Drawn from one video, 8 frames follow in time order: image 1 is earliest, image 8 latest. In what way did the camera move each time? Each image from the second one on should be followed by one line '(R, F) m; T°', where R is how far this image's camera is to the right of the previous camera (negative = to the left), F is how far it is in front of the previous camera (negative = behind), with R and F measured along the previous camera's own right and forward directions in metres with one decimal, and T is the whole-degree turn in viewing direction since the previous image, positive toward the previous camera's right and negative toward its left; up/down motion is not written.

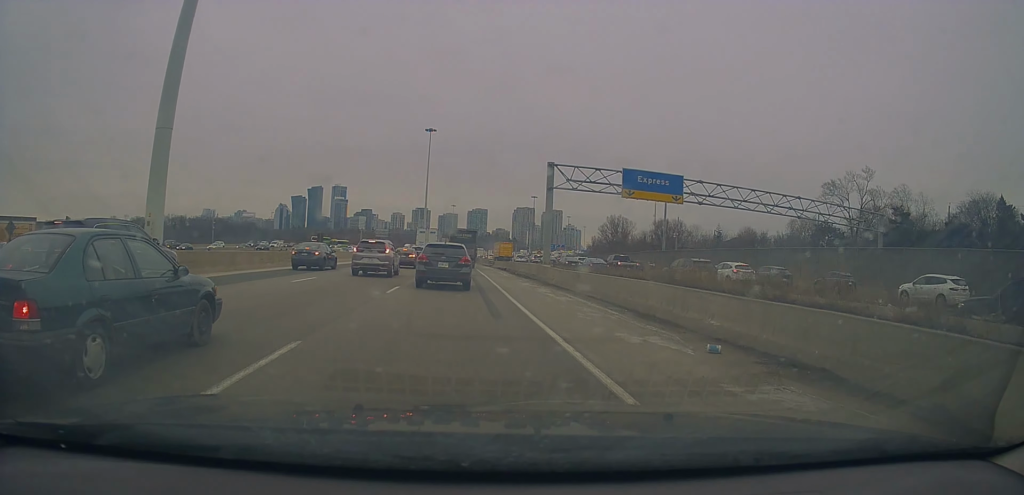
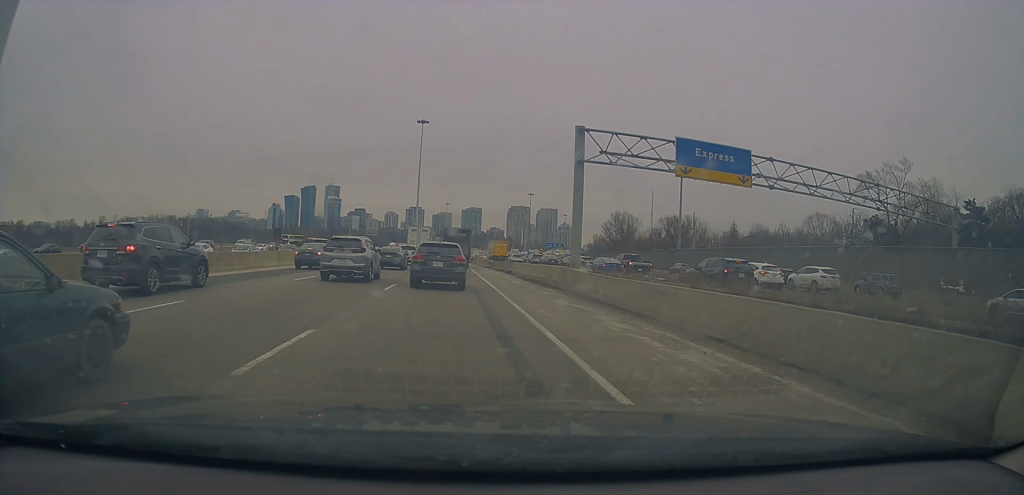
(-0.1, +11.7) m; +1°
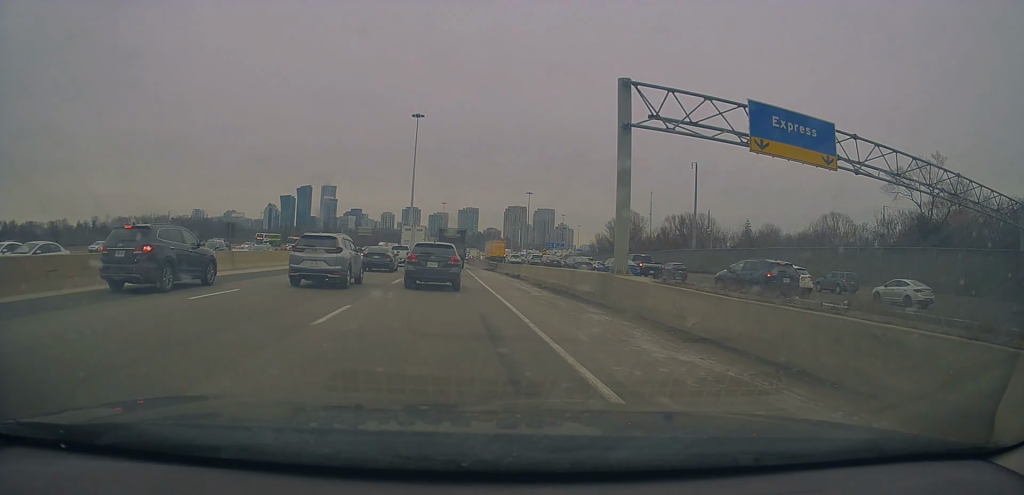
(+0.2, +8.7) m; 0°
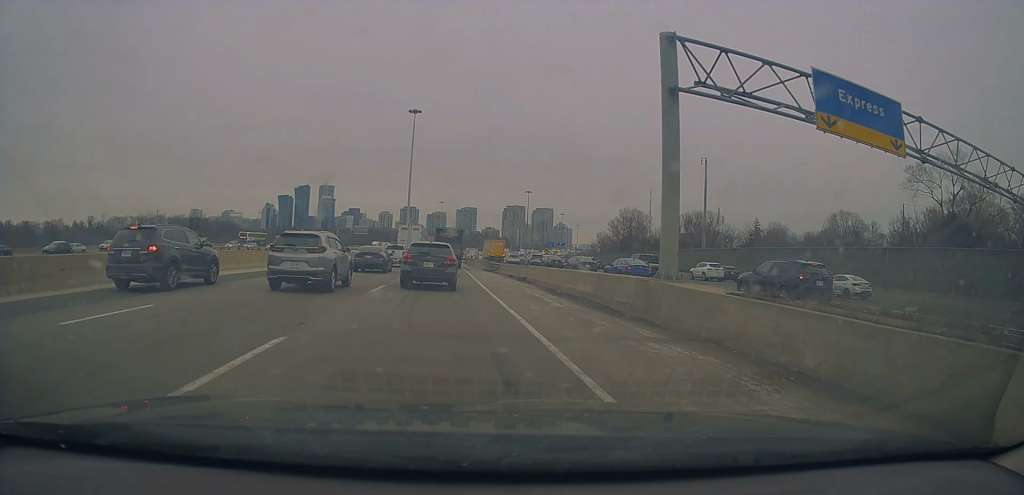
(0.0, +5.0) m; 0°
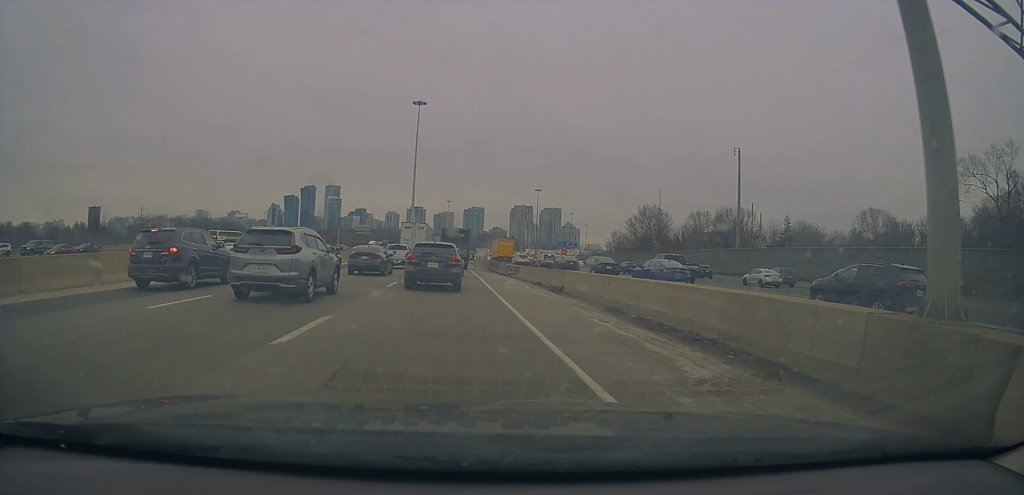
(-0.1, +10.0) m; +1°
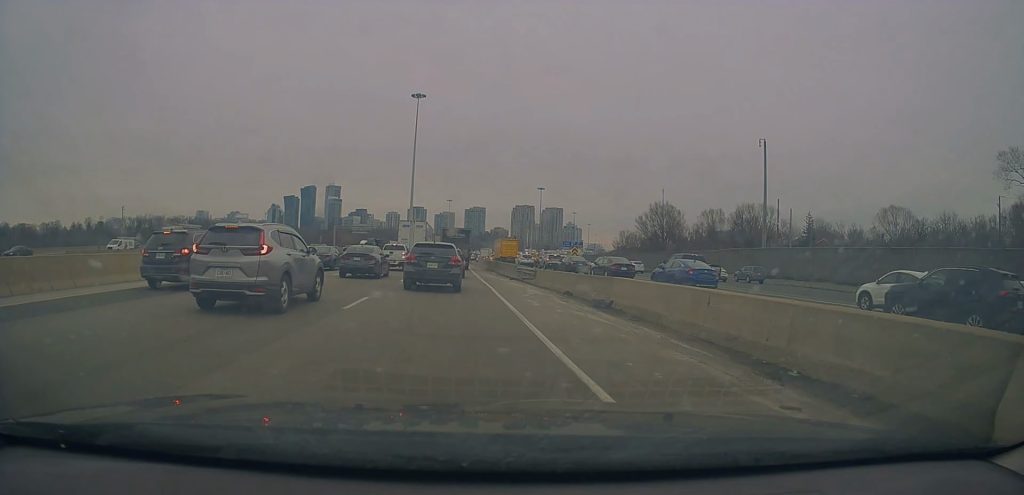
(+0.3, +7.9) m; 0°
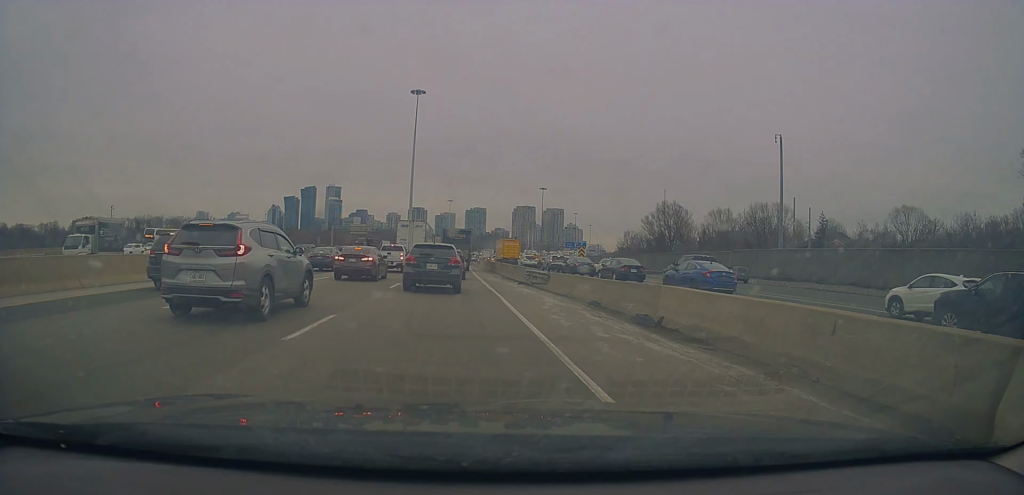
(-0.3, +4.2) m; 0°
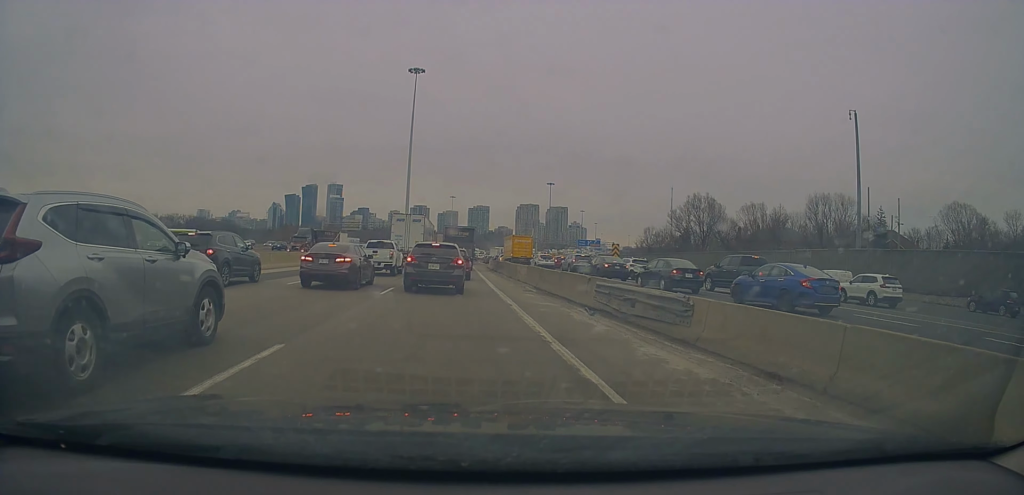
(+0.1, +16.4) m; -1°
